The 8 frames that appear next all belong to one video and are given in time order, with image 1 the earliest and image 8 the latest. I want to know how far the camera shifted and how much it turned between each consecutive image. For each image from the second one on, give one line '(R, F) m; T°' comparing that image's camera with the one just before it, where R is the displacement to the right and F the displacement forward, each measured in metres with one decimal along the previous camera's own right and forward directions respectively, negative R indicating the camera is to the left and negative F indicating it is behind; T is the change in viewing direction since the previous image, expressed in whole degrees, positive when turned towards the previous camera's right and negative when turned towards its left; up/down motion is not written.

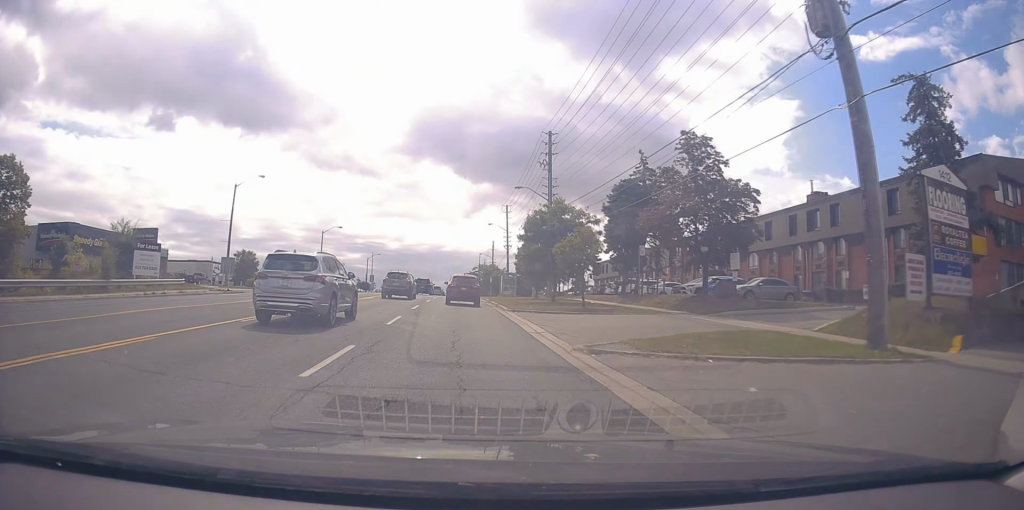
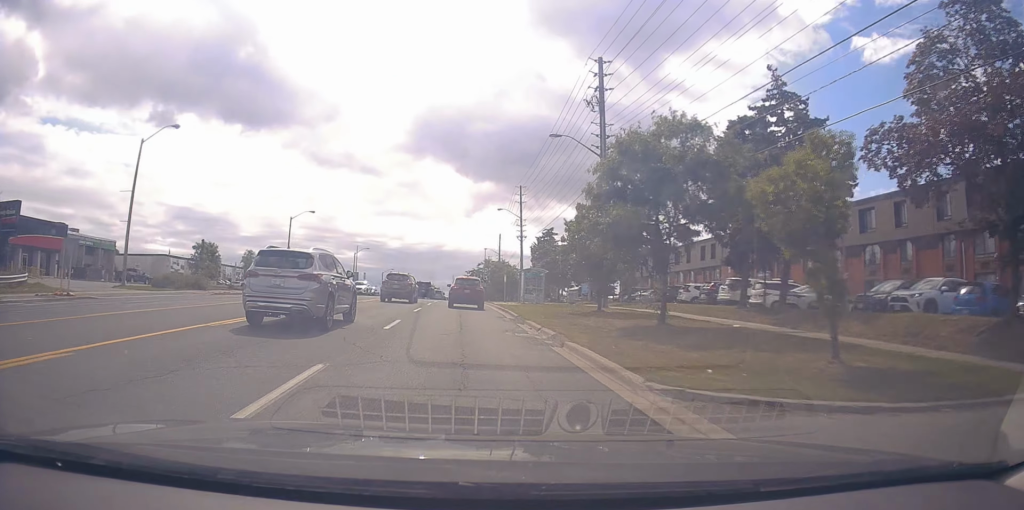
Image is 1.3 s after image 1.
(0.0, +19.6) m; -1°
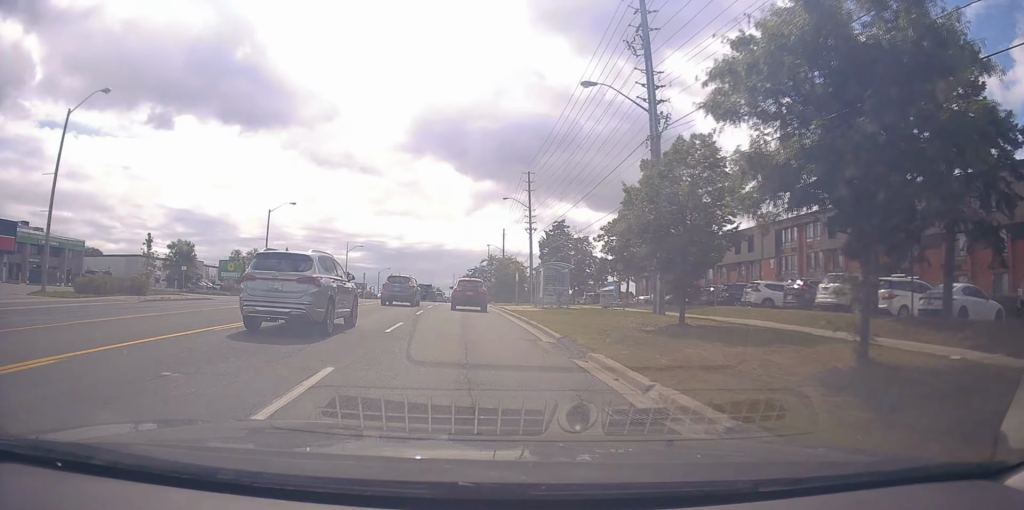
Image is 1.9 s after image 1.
(-0.1, +9.5) m; +1°
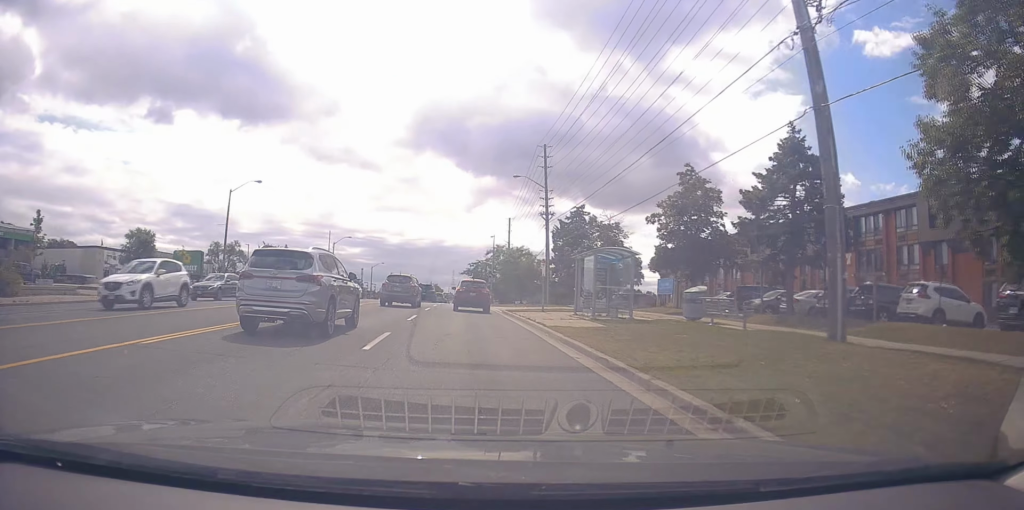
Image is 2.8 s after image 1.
(+0.1, +12.7) m; 0°
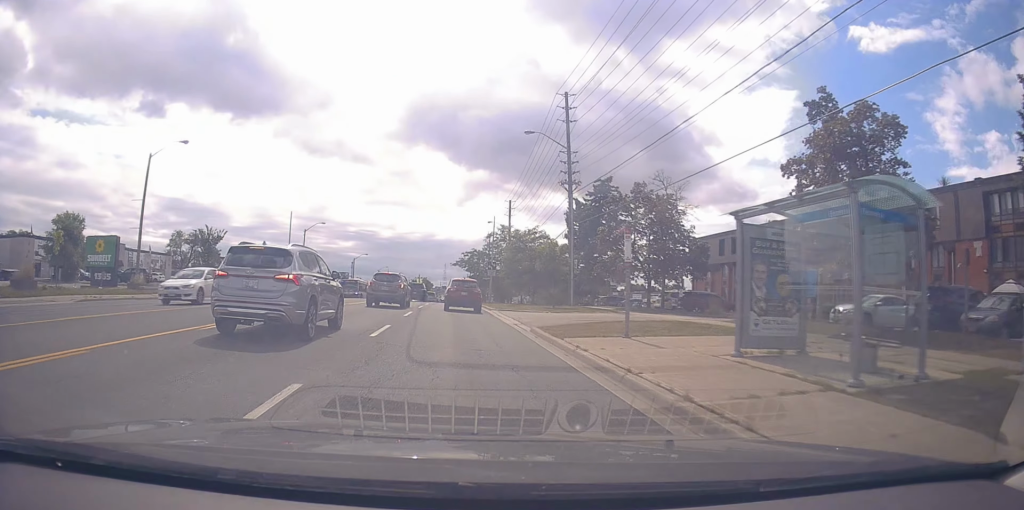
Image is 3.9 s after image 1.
(-0.2, +15.2) m; -1°
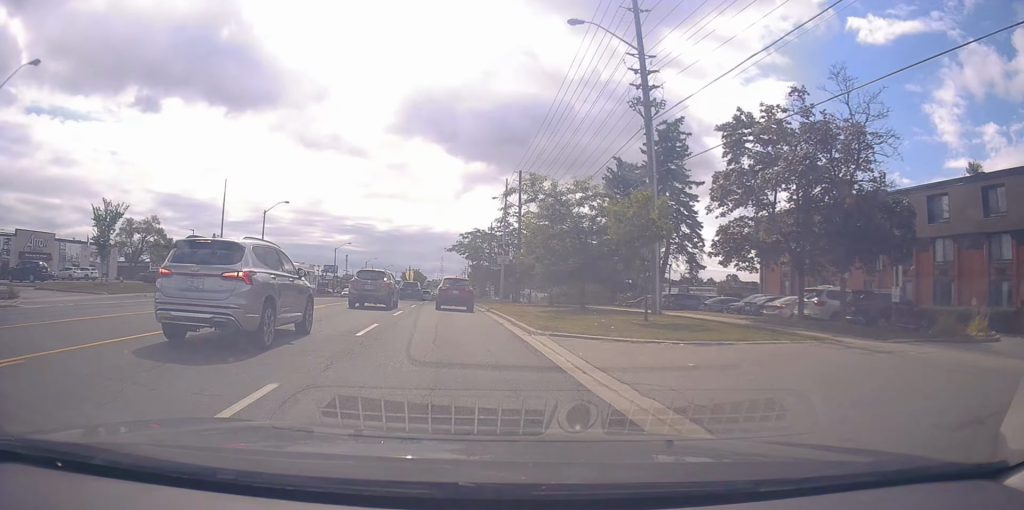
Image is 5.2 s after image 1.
(+0.4, +18.2) m; +3°
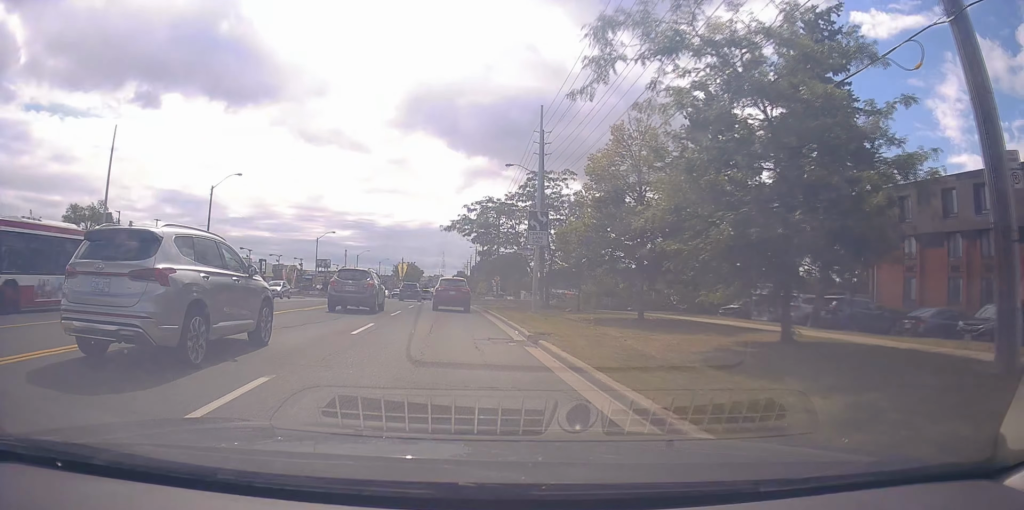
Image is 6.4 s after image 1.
(0.0, +17.3) m; -2°
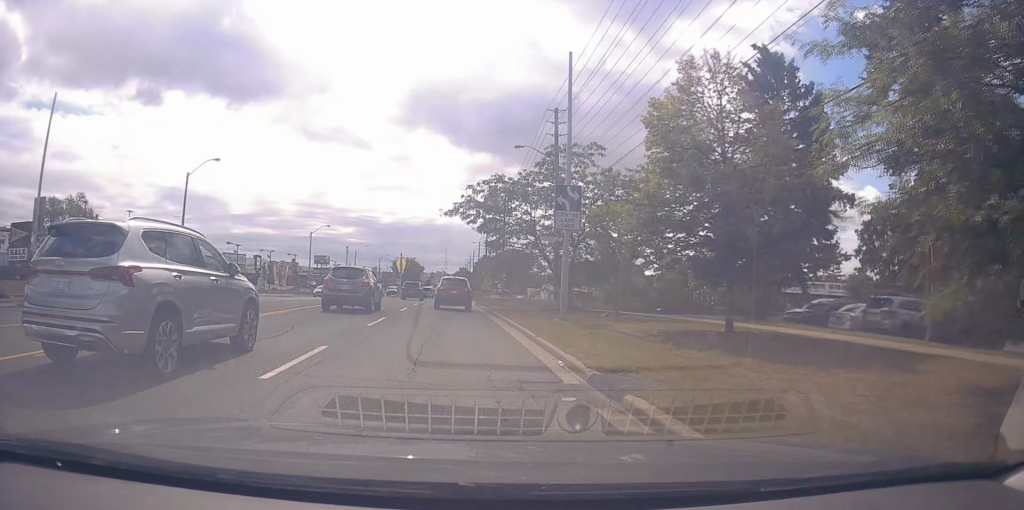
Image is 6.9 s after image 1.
(-0.2, +6.2) m; 0°
